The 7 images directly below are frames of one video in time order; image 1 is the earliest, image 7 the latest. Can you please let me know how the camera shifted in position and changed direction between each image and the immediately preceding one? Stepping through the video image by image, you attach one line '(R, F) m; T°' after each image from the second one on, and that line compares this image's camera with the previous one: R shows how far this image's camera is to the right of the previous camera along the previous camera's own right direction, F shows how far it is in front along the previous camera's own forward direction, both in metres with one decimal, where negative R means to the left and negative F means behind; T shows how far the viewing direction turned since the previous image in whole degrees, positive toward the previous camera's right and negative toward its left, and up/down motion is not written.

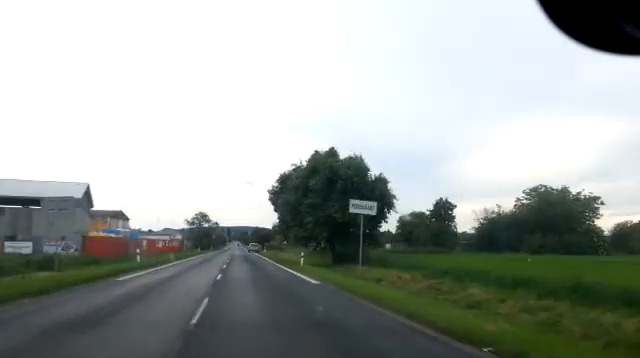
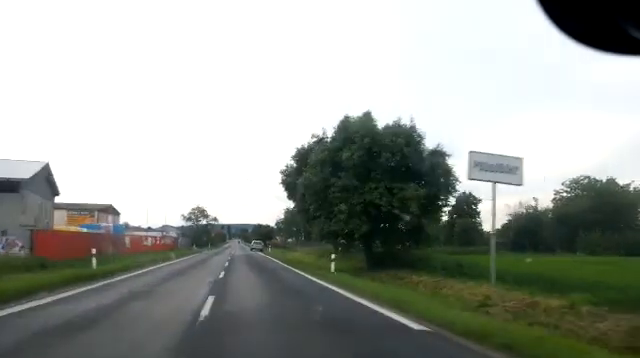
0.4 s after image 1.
(-0.1, +8.8) m; 0°
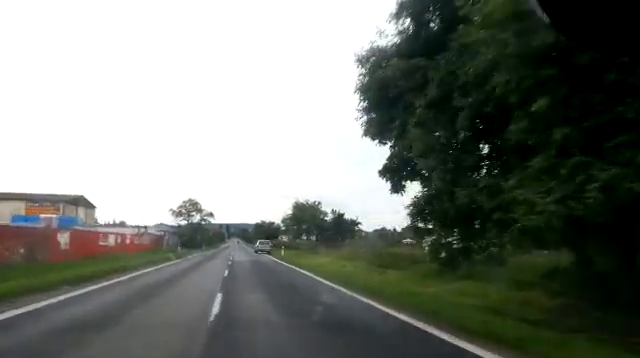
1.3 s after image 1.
(0.0, +17.0) m; 0°
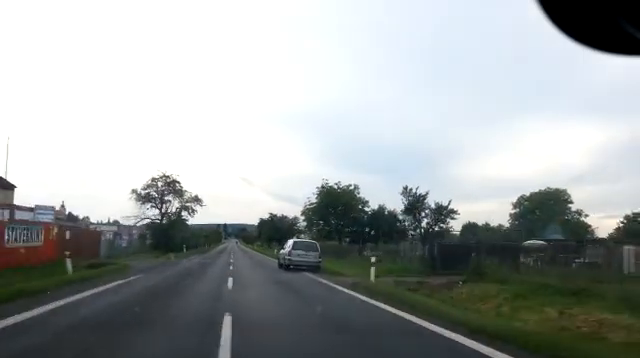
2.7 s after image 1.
(+0.2, +30.0) m; +2°
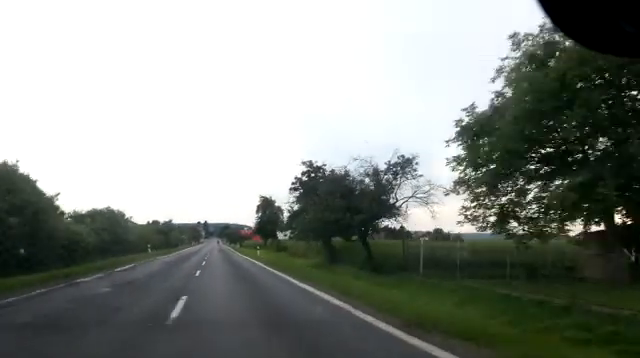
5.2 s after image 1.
(+0.5, +50.0) m; +1°
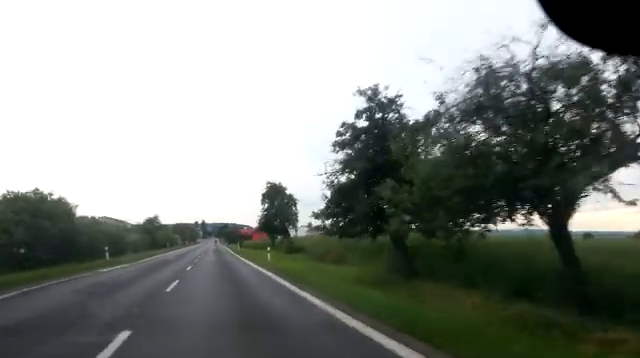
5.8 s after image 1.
(+0.4, +13.8) m; +1°
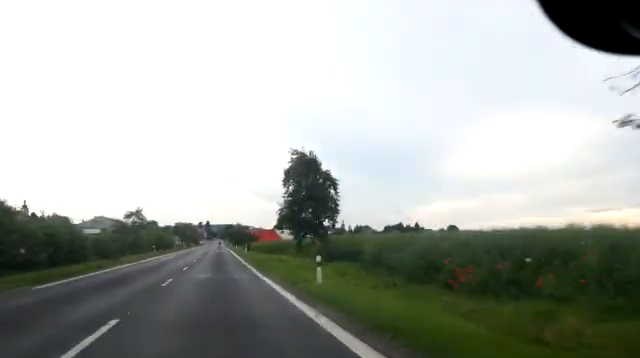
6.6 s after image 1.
(-0.3, +15.9) m; -1°
